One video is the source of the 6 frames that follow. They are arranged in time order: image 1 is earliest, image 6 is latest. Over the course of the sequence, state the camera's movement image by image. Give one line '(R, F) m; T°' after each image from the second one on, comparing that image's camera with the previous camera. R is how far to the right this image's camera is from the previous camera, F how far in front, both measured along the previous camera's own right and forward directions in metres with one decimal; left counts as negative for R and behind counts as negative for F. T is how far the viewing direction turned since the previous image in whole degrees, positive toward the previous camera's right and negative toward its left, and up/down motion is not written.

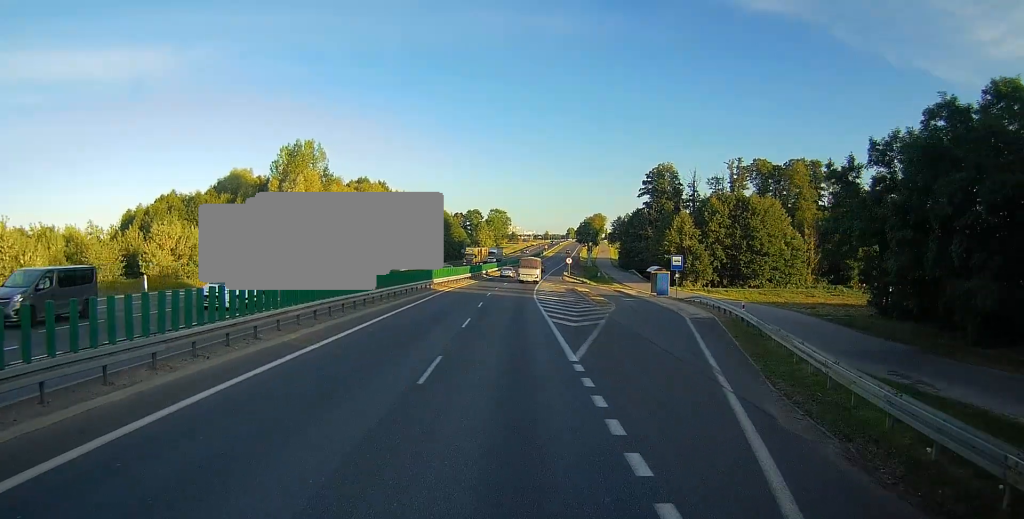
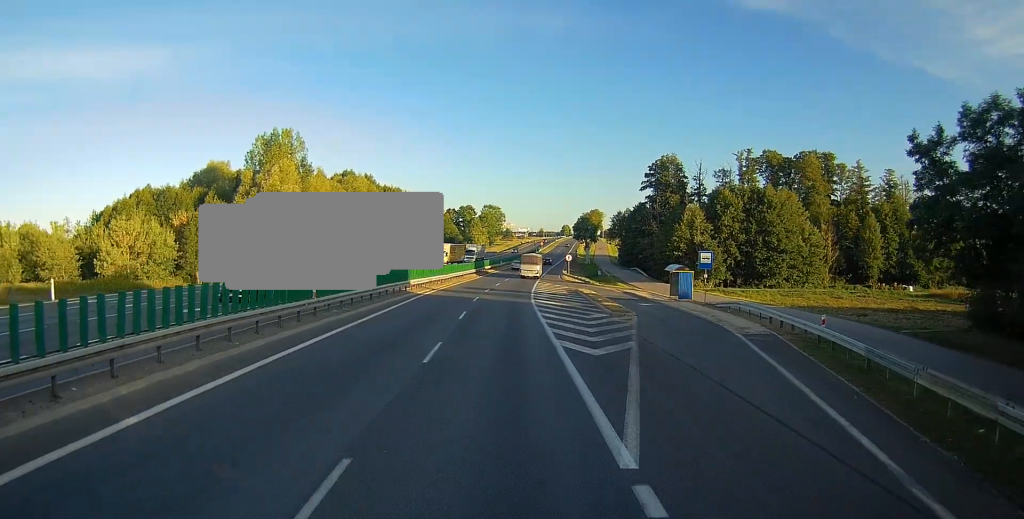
(0.0, +9.2) m; 0°
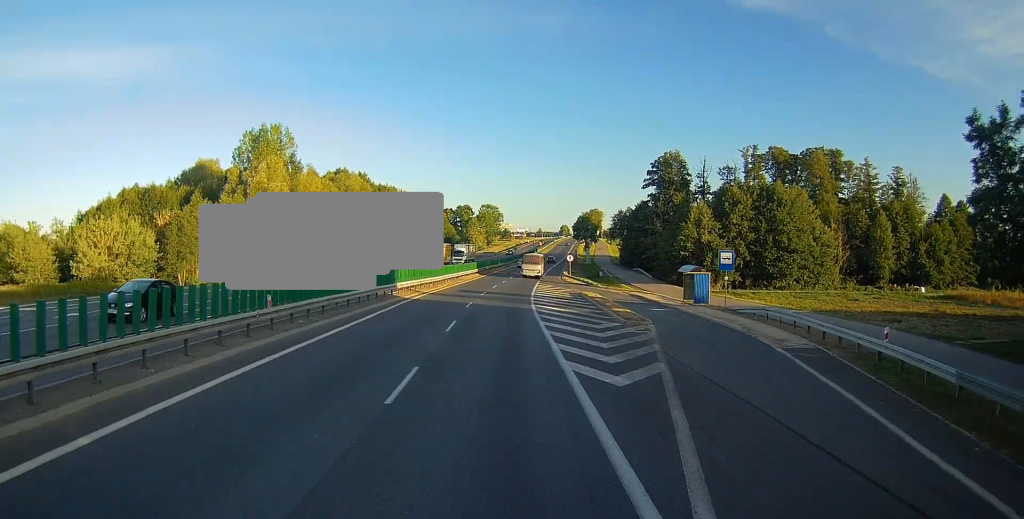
(+0.1, +4.5) m; 0°
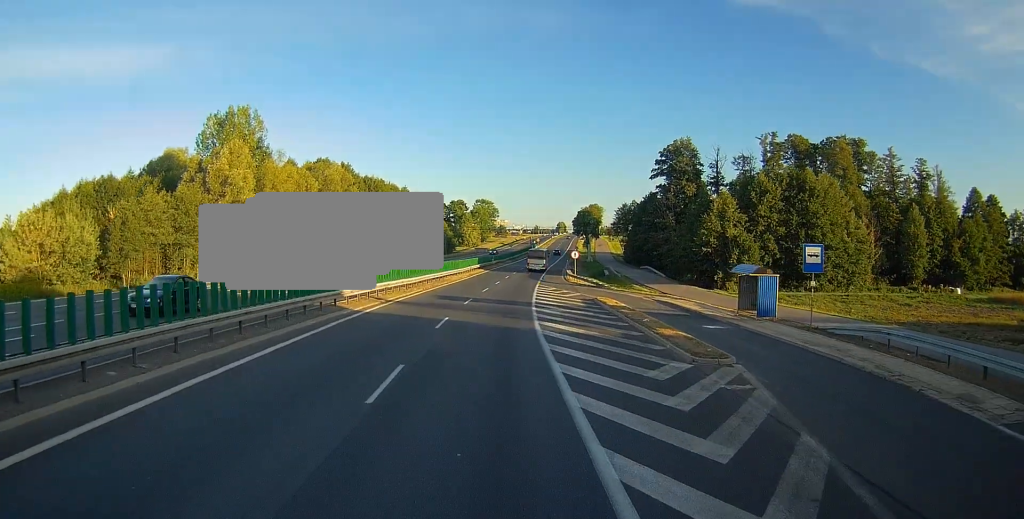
(-0.1, +11.9) m; 0°
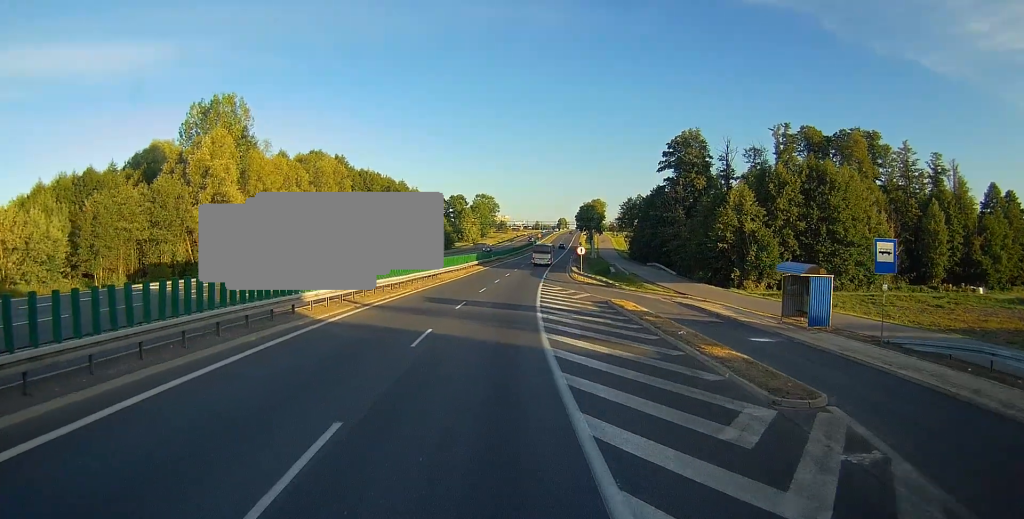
(0.0, +5.7) m; 0°
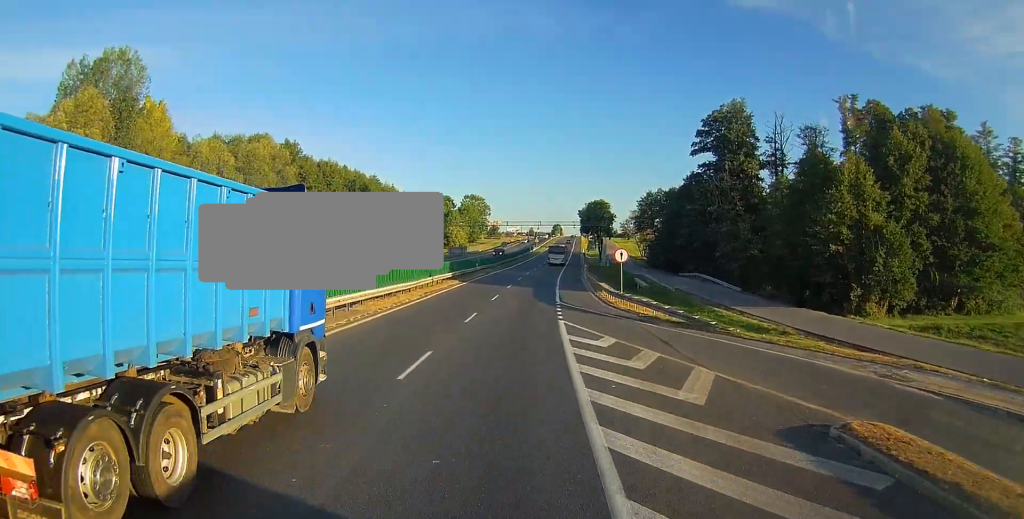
(0.0, +27.7) m; 0°
